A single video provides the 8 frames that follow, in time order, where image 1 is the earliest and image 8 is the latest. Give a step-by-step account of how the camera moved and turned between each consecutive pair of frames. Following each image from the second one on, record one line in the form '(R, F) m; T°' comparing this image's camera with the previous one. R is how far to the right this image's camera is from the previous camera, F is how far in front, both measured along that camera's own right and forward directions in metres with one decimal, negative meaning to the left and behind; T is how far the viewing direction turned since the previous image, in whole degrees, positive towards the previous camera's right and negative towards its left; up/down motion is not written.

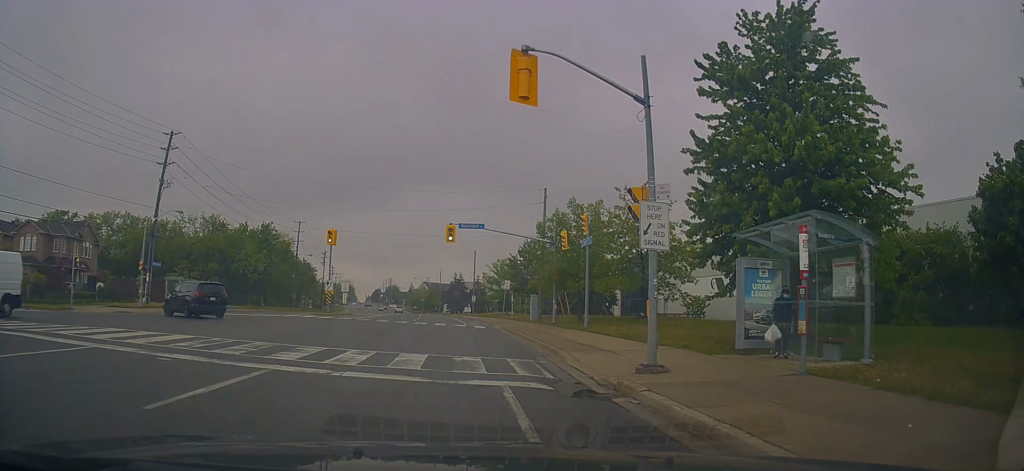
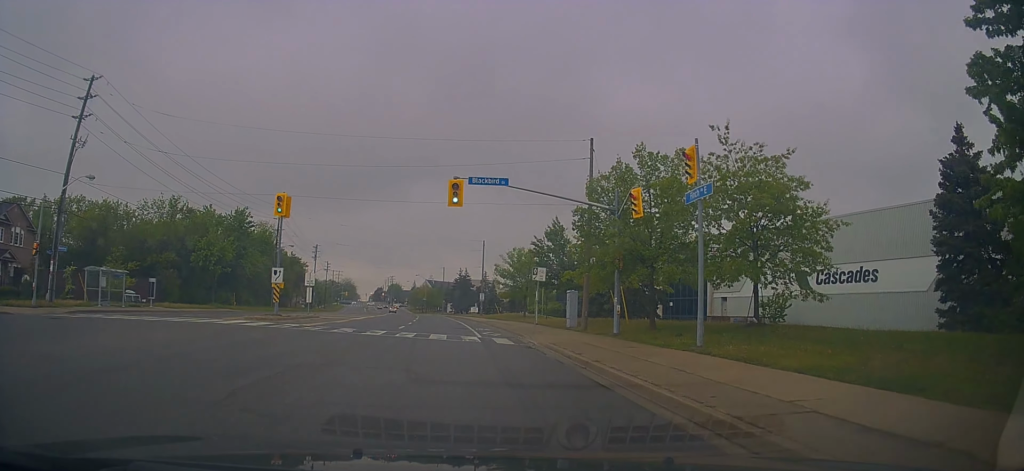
(+0.2, +12.6) m; 0°
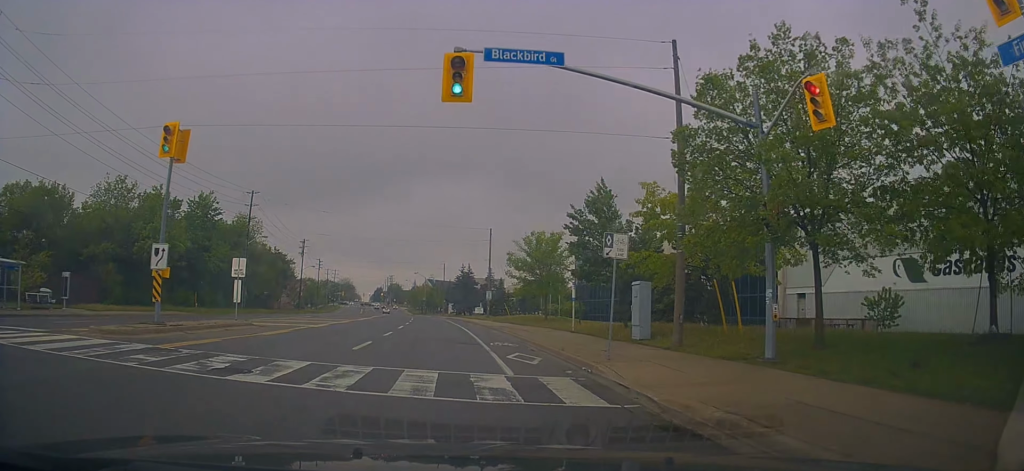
(-0.5, +11.6) m; -2°
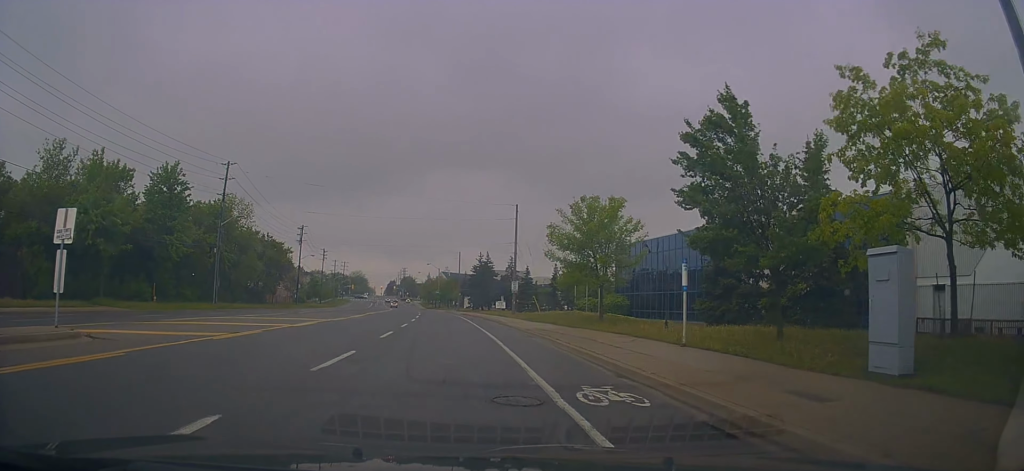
(+0.1, +12.4) m; -2°
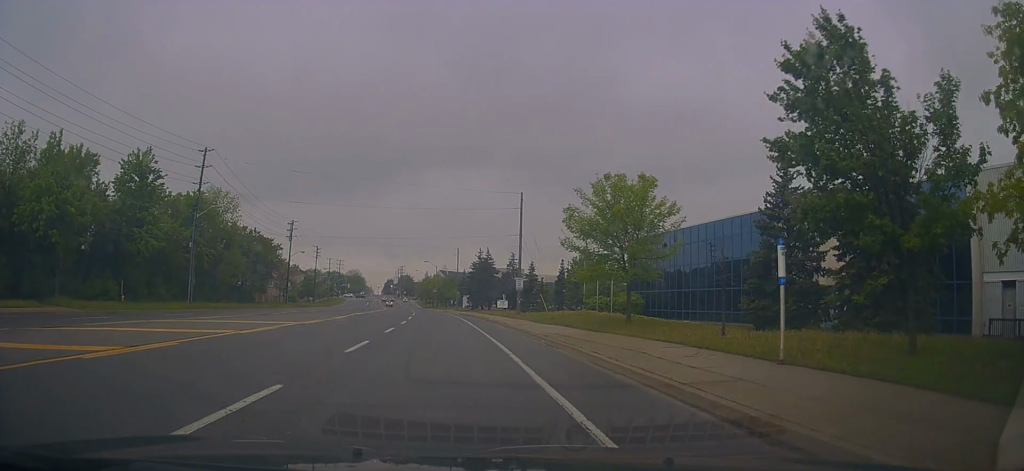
(-0.1, +5.2) m; -1°
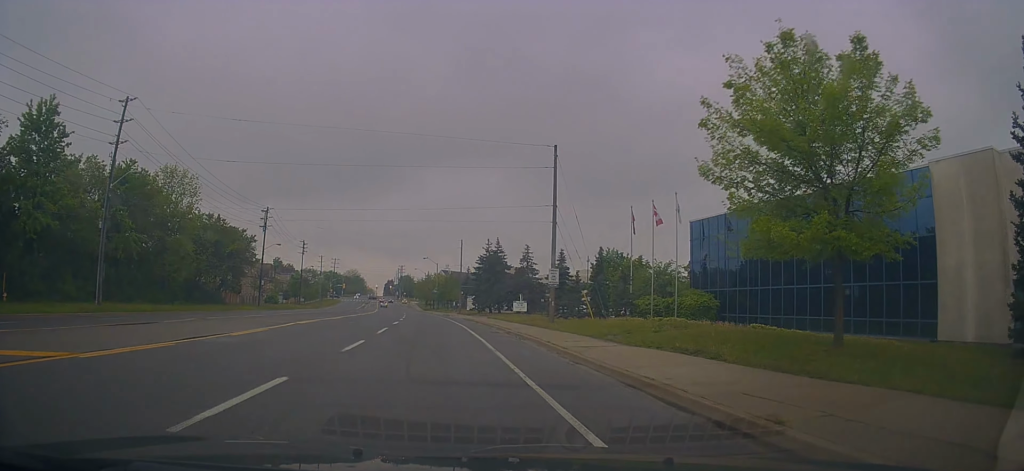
(-0.1, +15.5) m; 0°
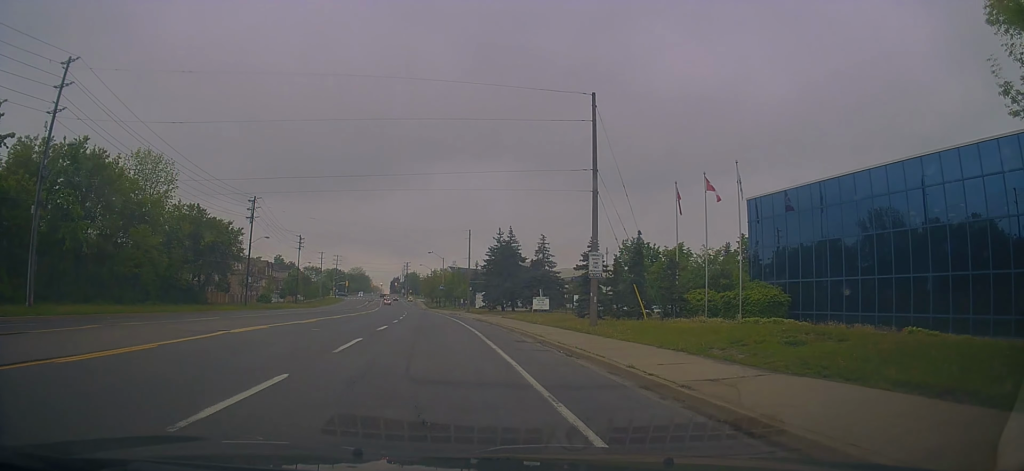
(0.0, +8.0) m; 0°
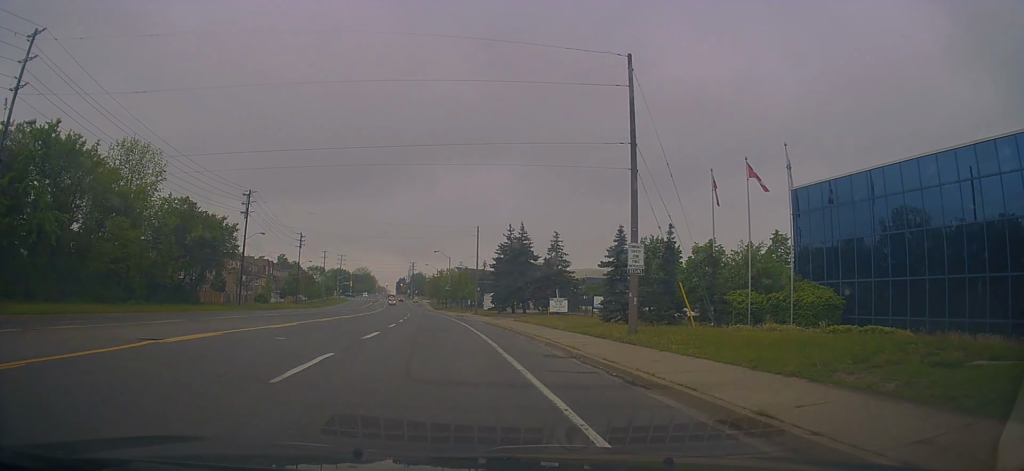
(-0.2, +4.5) m; 0°
